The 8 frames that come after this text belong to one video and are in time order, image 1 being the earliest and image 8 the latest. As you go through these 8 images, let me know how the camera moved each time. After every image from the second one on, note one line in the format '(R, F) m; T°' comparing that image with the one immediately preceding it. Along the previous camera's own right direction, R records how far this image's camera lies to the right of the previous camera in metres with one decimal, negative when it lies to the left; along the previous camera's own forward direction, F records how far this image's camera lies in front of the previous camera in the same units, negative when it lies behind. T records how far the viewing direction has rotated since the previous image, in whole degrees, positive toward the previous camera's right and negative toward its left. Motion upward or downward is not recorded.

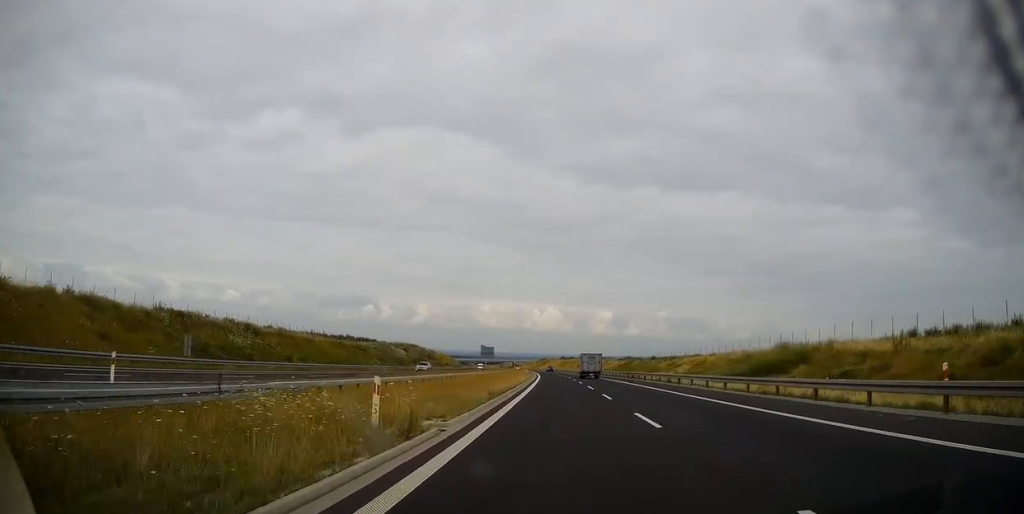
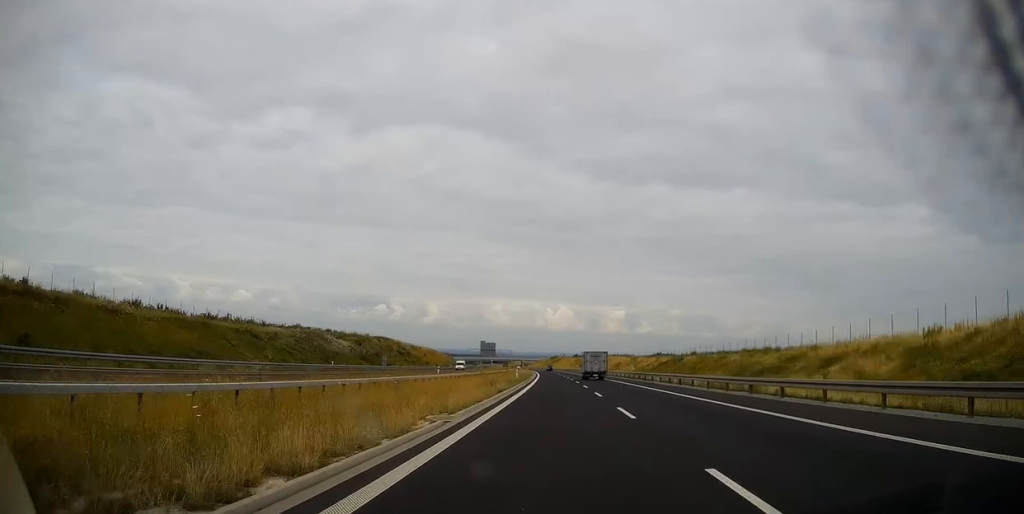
(-0.3, +45.0) m; -1°
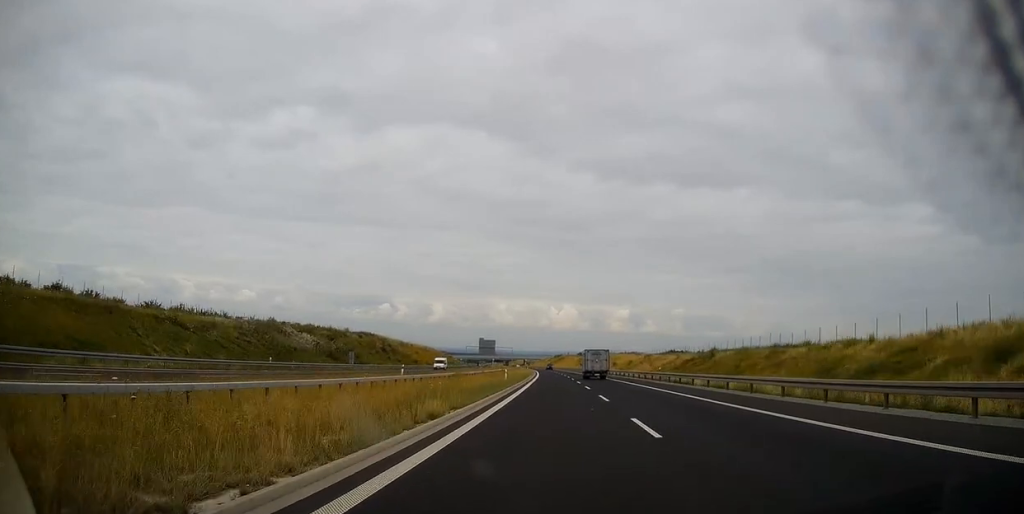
(0.0, +16.2) m; 0°
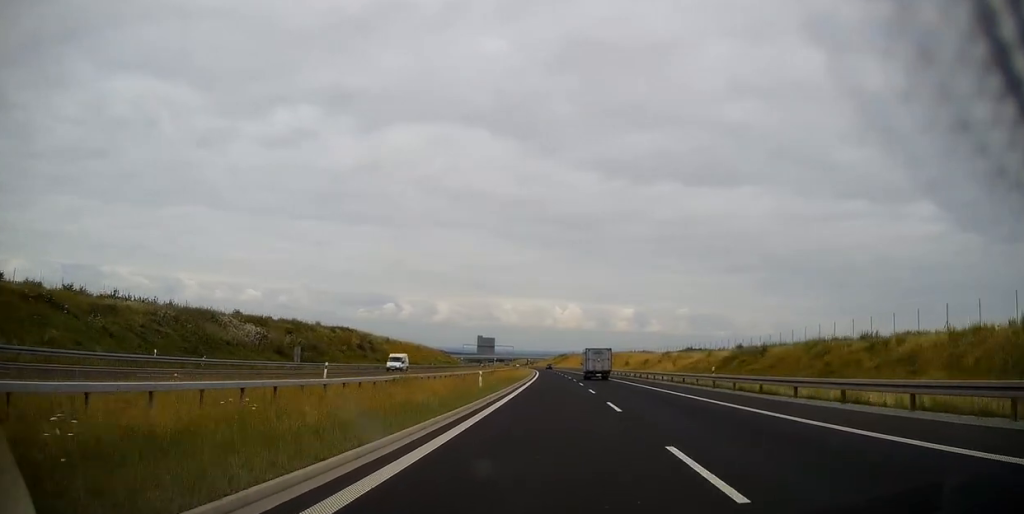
(+0.1, +17.3) m; 0°
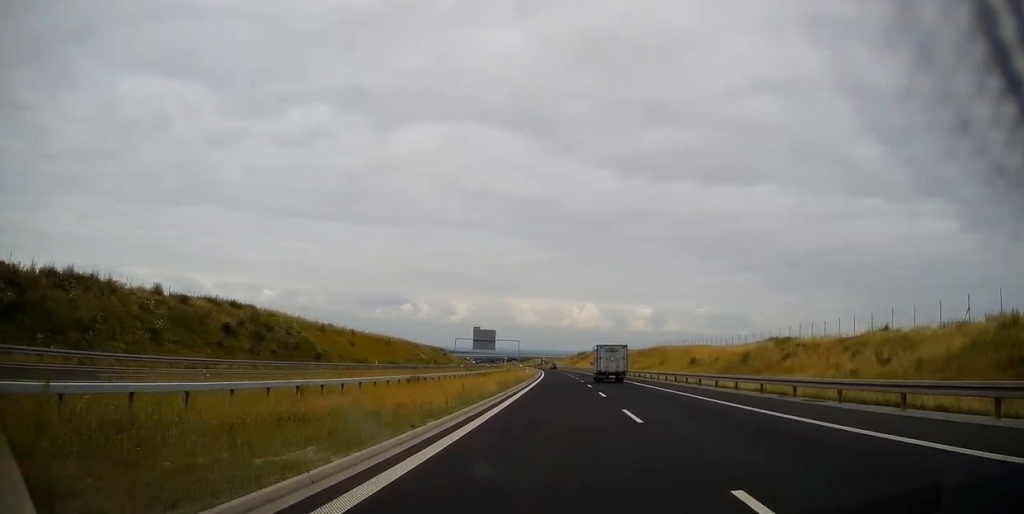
(-0.7, +51.0) m; -2°
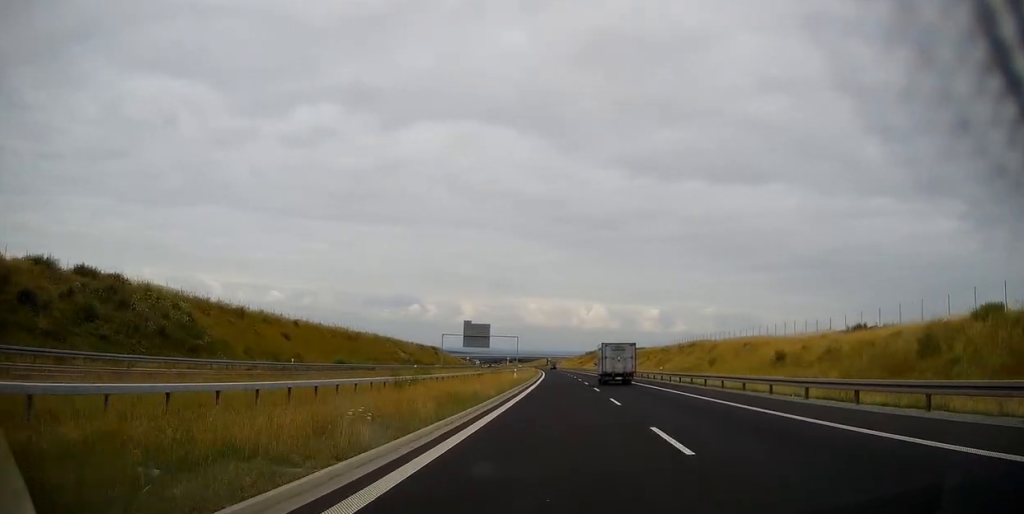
(-0.2, +29.1) m; -1°
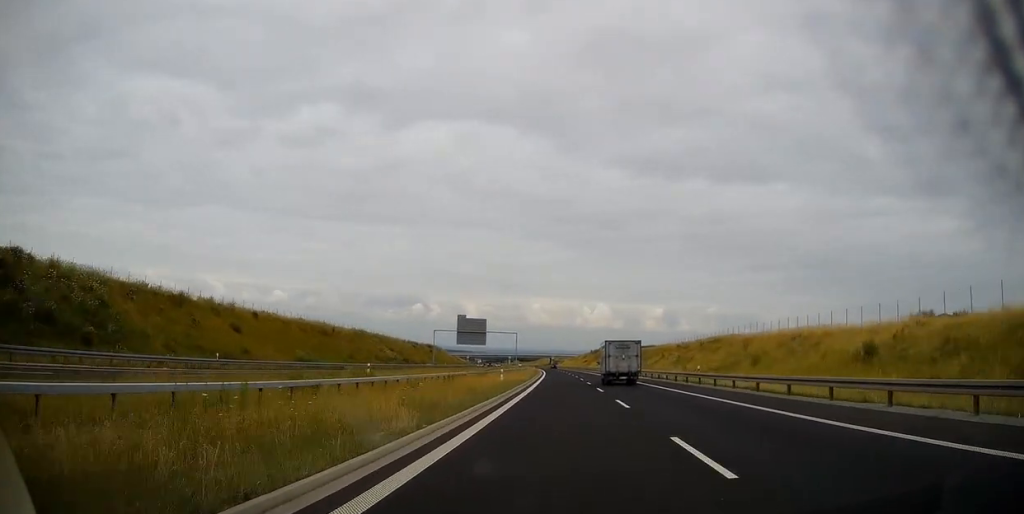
(-0.1, +14.0) m; 0°
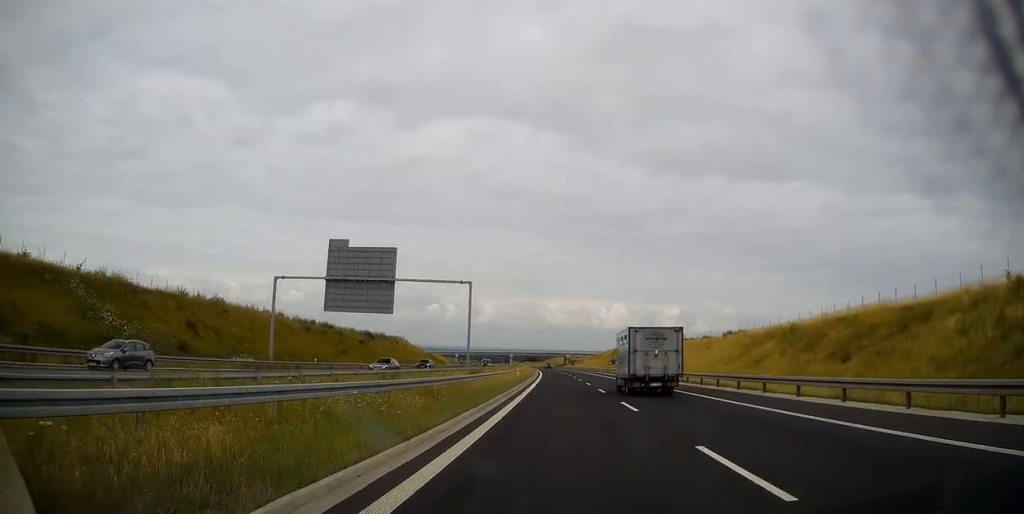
(-1.6, +84.4) m; -2°
